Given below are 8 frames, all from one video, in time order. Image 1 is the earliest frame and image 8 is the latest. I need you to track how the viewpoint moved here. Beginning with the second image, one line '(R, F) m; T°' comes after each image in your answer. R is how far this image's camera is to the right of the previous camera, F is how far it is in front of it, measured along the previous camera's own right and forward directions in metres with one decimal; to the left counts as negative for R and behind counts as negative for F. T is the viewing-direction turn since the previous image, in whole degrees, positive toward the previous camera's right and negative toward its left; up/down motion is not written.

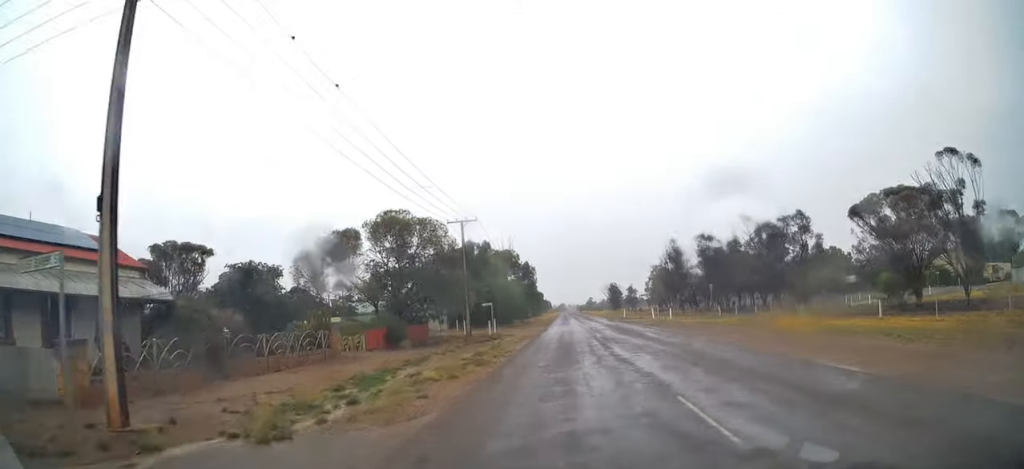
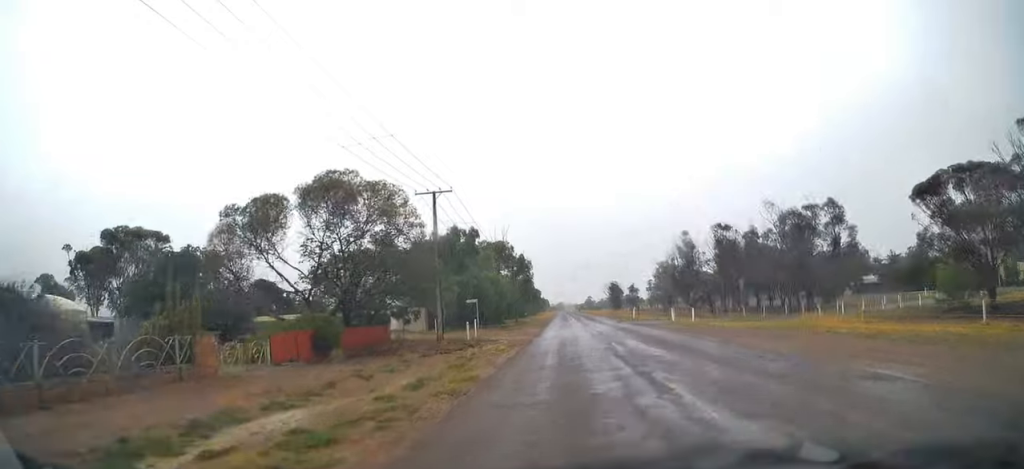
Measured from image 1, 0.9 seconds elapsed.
(+0.4, +9.4) m; 0°
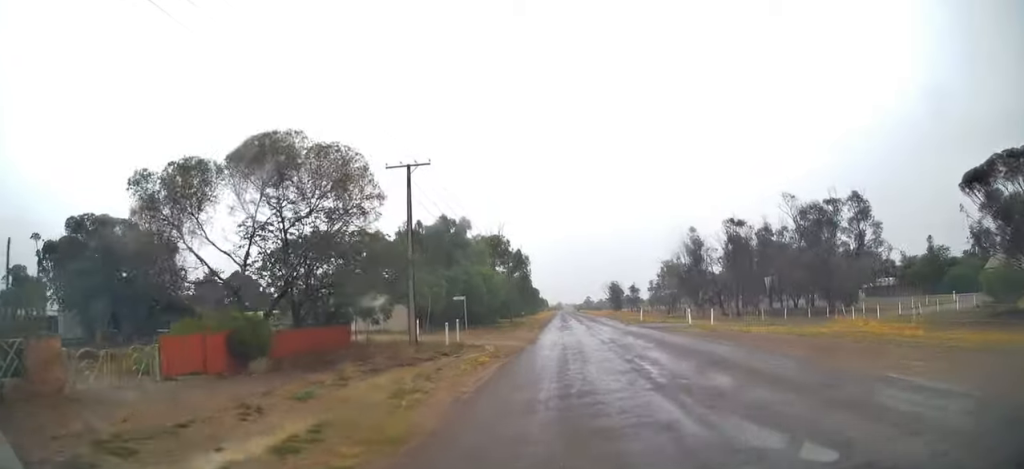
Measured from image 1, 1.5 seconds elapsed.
(0.0, +5.5) m; -2°
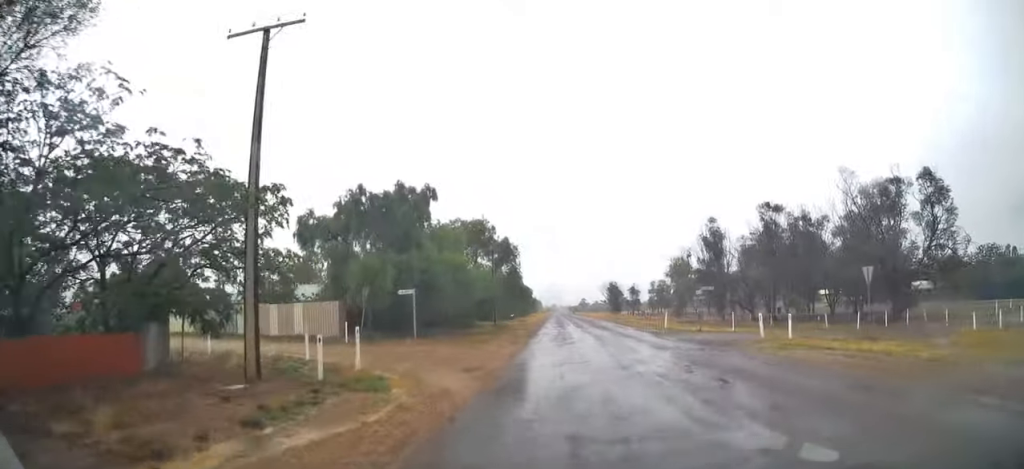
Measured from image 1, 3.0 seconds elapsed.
(-1.1, +13.8) m; -3°
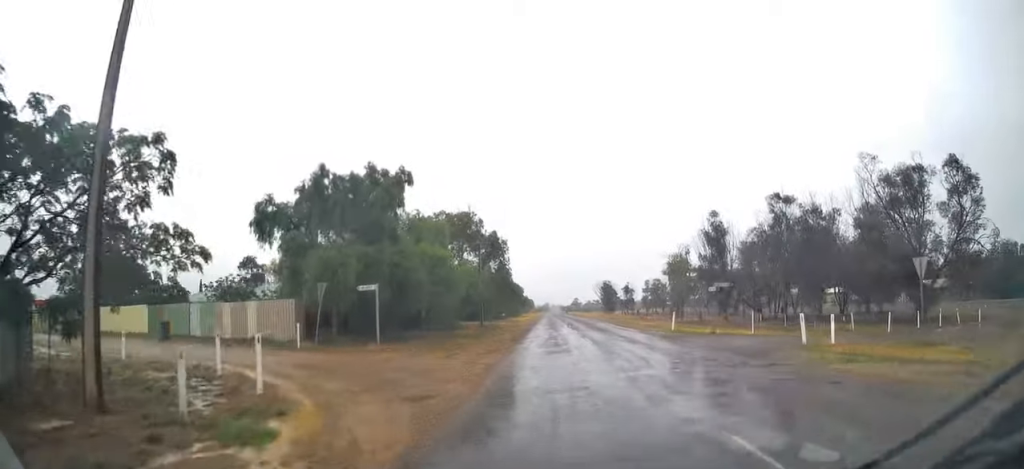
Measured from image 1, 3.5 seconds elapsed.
(0.0, +4.7) m; +3°
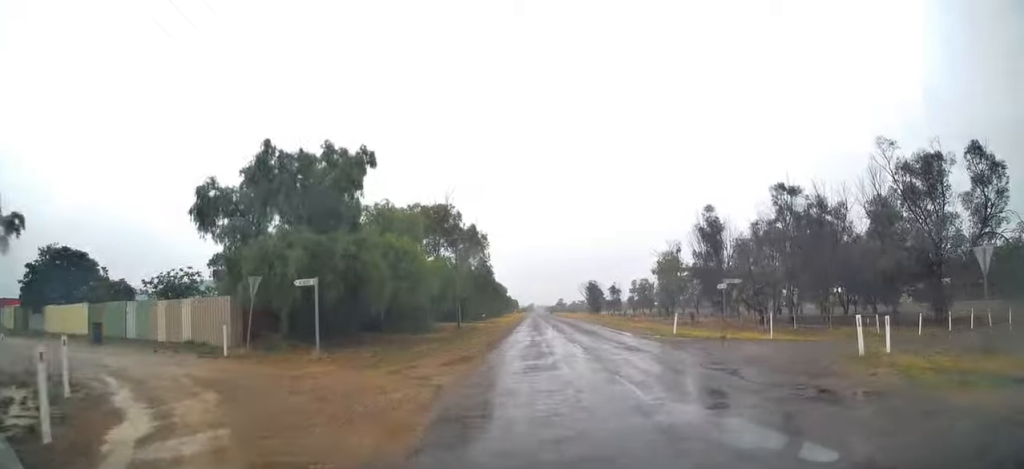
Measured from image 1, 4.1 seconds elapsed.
(+0.1, +4.7) m; +5°
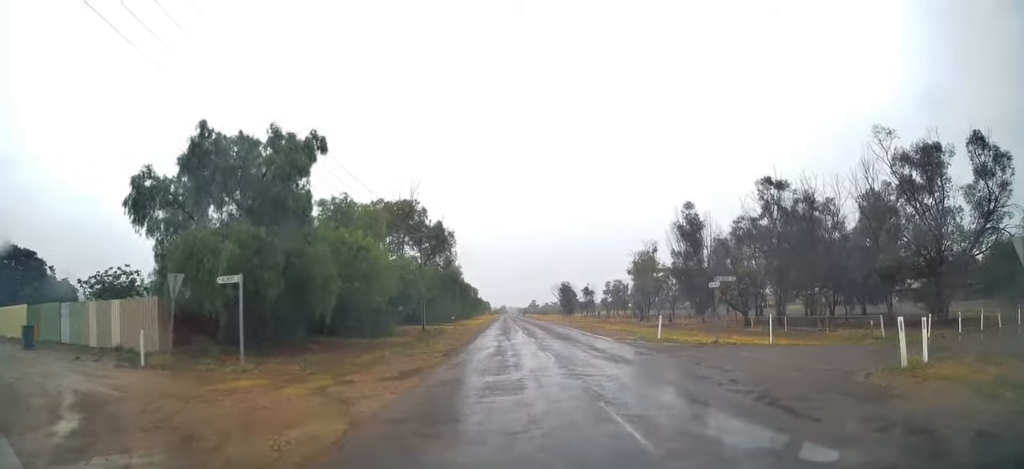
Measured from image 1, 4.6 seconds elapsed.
(+0.2, +3.1) m; +5°
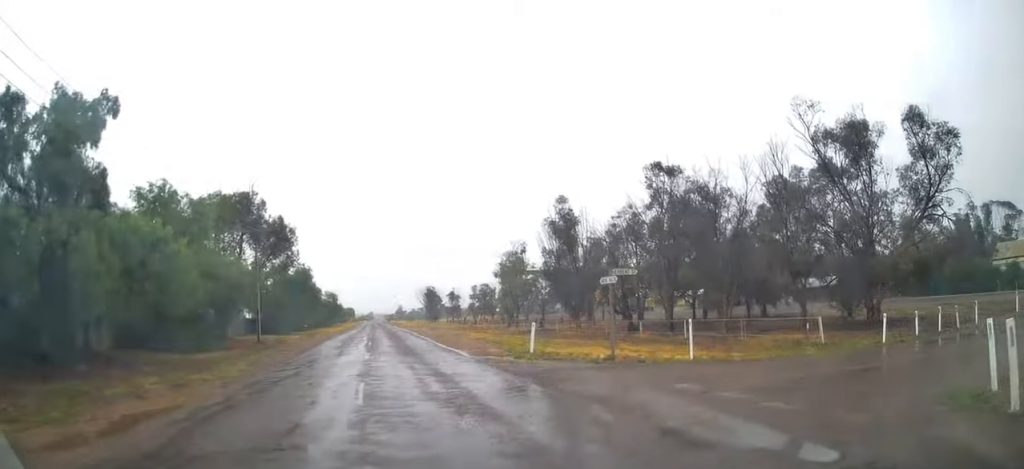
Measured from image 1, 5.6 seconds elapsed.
(+0.6, +6.6) m; +11°
